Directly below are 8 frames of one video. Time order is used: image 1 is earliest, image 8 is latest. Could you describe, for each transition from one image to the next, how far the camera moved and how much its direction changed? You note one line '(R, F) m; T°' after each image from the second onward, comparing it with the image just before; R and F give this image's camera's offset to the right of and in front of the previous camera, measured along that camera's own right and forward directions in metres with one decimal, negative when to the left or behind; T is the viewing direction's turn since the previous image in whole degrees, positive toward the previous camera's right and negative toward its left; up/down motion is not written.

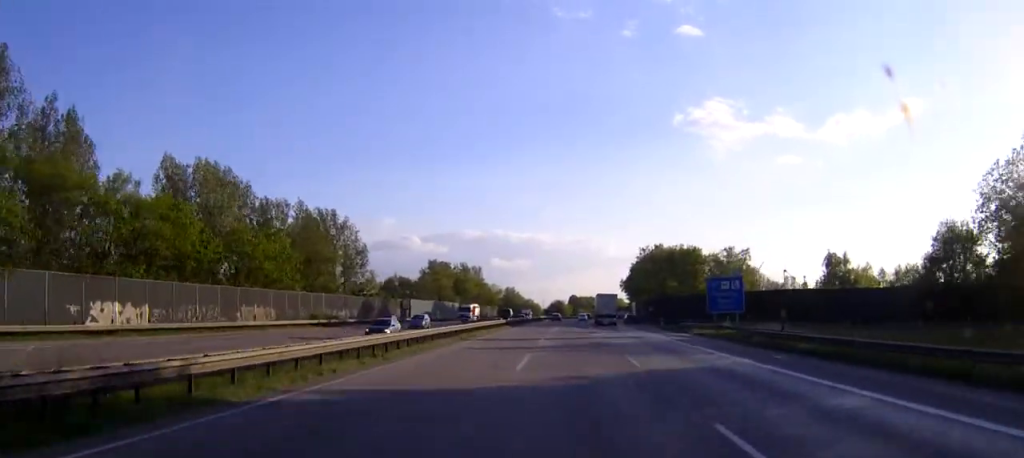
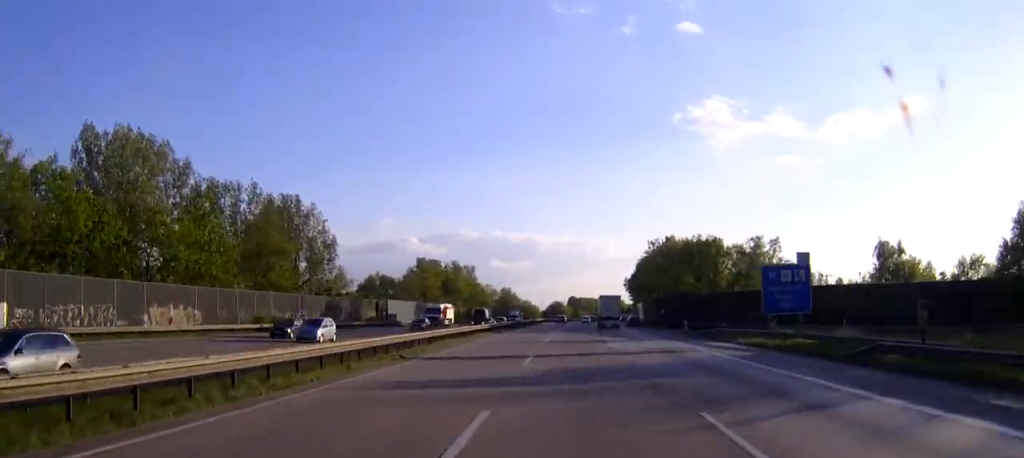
(-0.1, +16.1) m; 0°
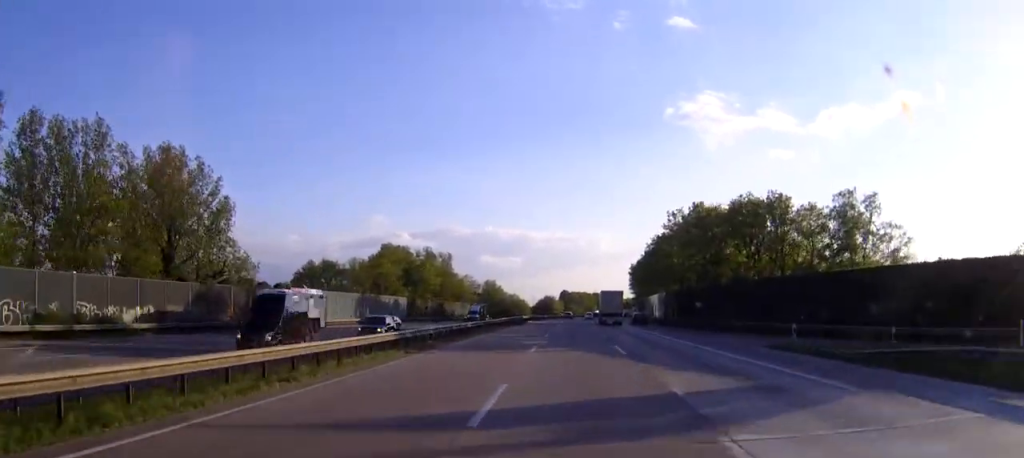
(+0.1, +32.3) m; +1°
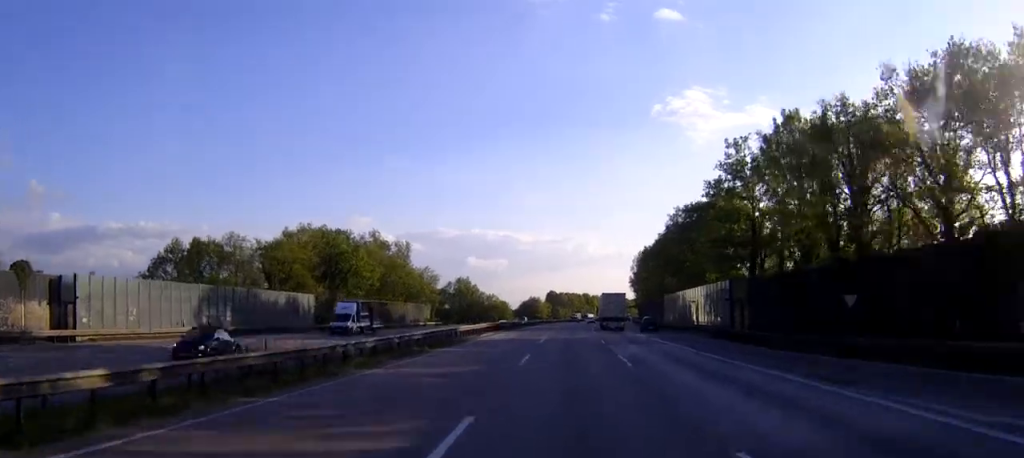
(+0.4, +40.8) m; +1°
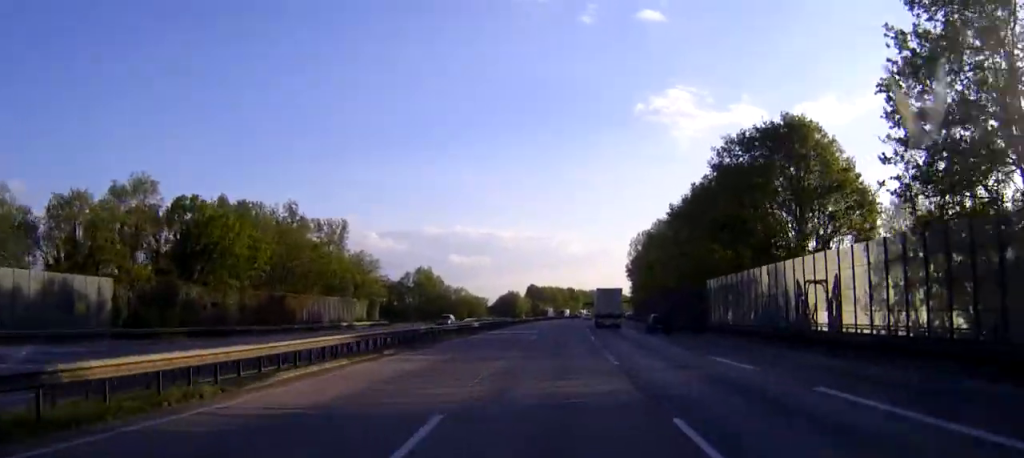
(+0.3, +36.9) m; +1°
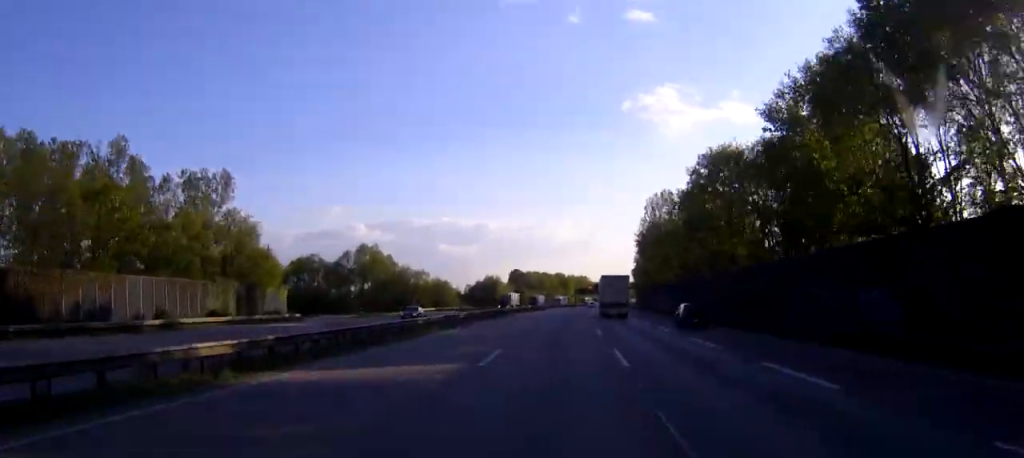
(+0.3, +43.6) m; +1°
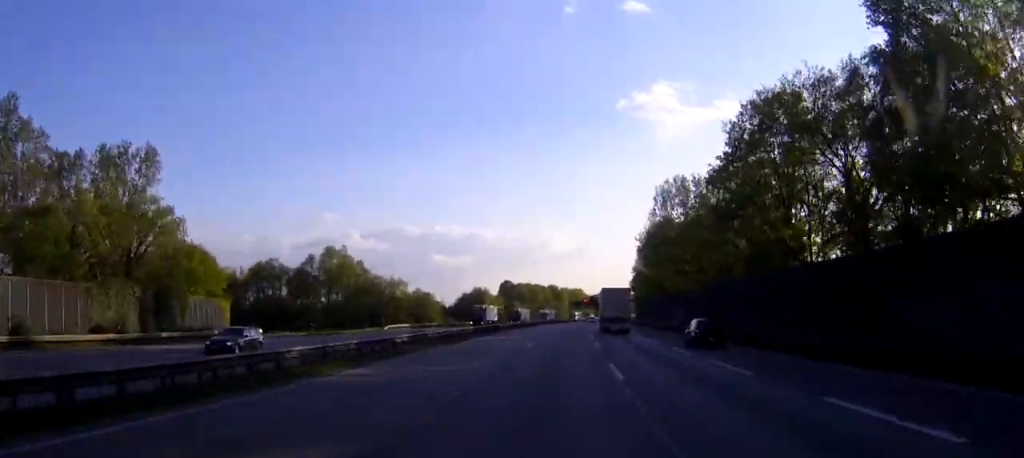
(+0.1, +17.2) m; +1°
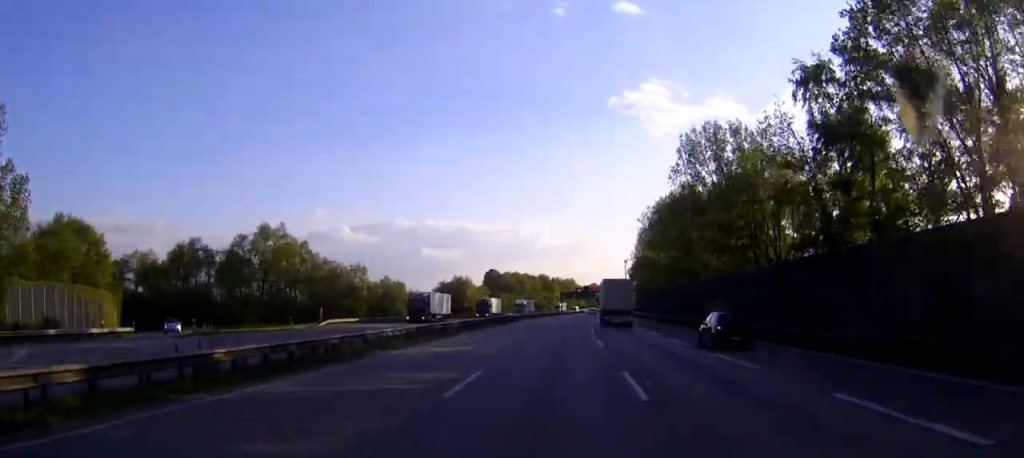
(+0.1, +24.9) m; +1°
